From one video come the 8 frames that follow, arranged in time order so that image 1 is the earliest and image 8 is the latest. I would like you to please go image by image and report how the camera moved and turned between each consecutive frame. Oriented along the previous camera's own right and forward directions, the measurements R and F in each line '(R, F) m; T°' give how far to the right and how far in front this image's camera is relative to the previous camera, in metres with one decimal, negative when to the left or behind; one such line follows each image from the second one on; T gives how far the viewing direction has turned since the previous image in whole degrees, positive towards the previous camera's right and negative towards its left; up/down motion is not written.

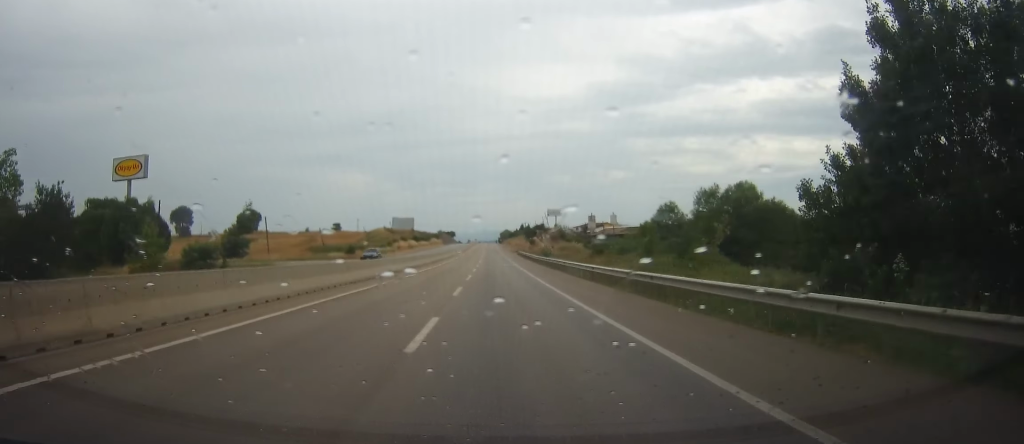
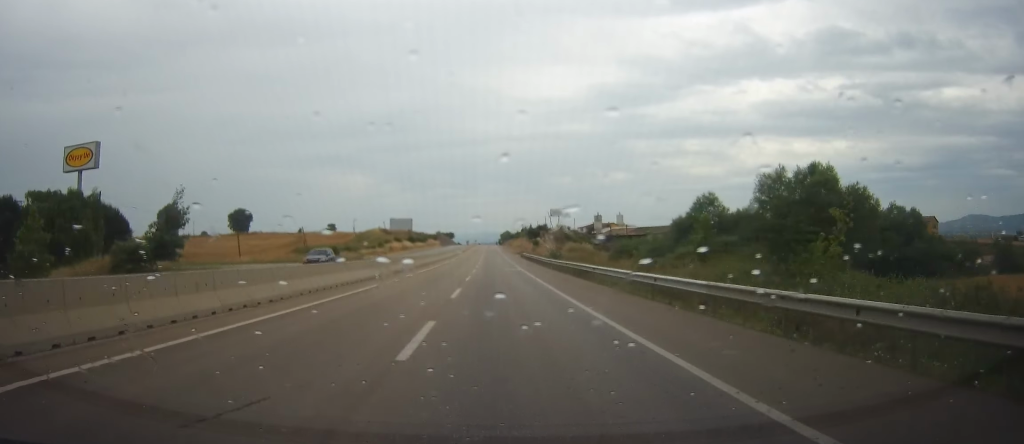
(+0.1, +12.9) m; 0°
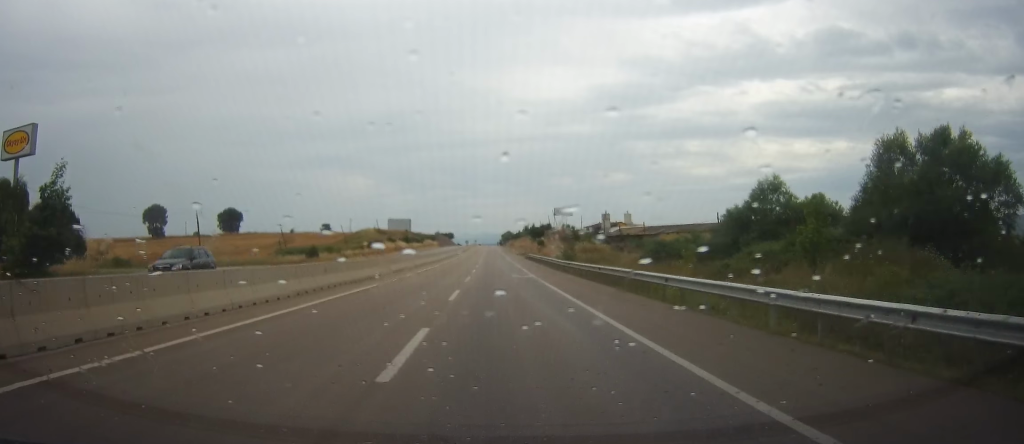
(+0.2, +14.0) m; 0°
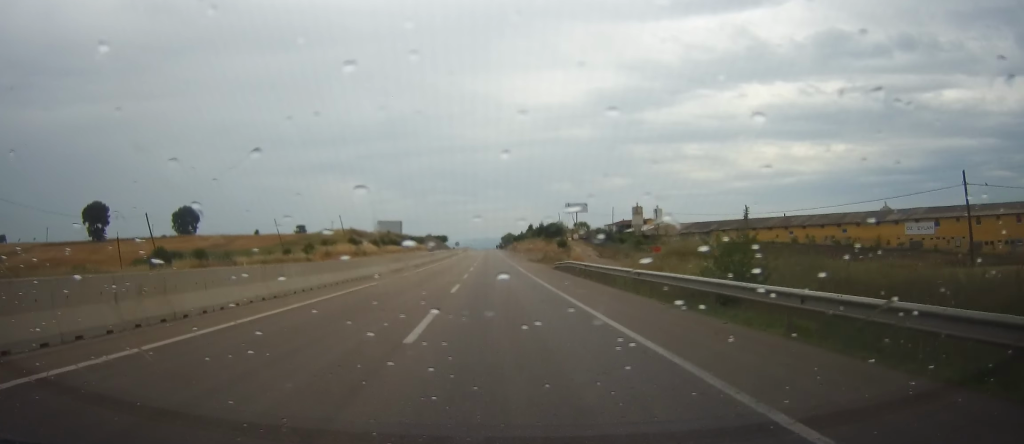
(-0.2, +46.3) m; -1°
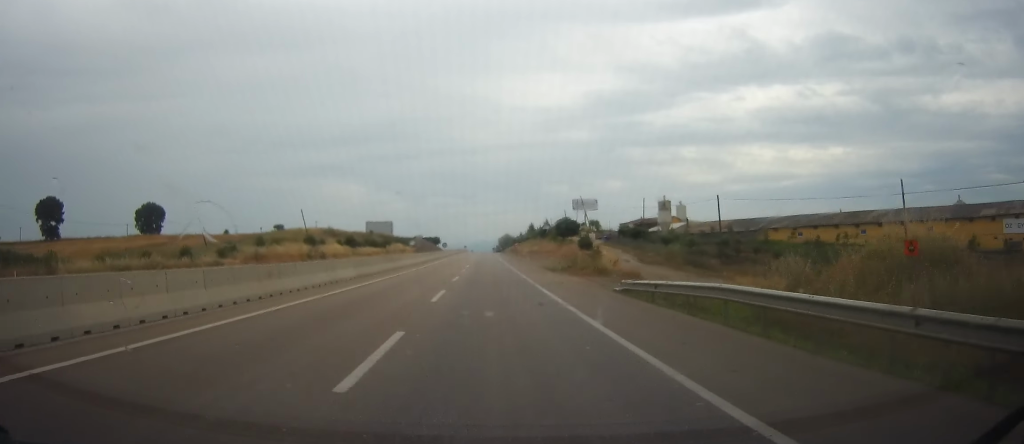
(-0.1, +28.1) m; 0°
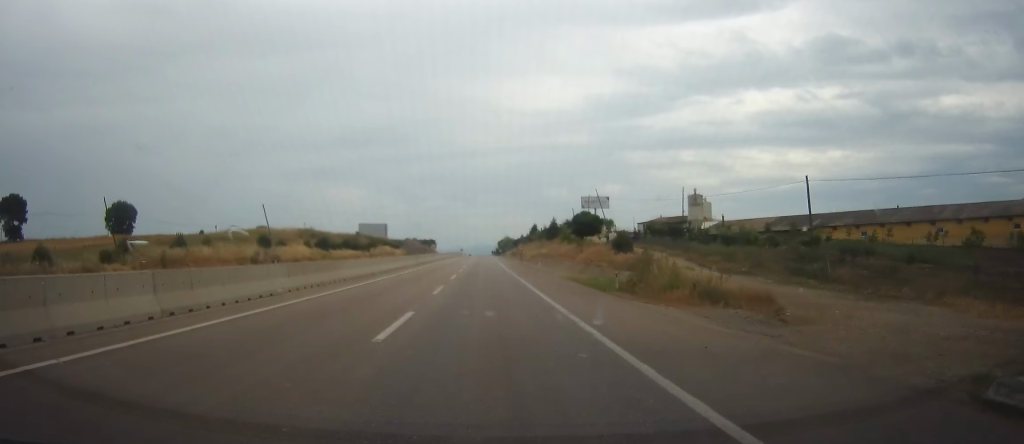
(+0.1, +21.2) m; 0°
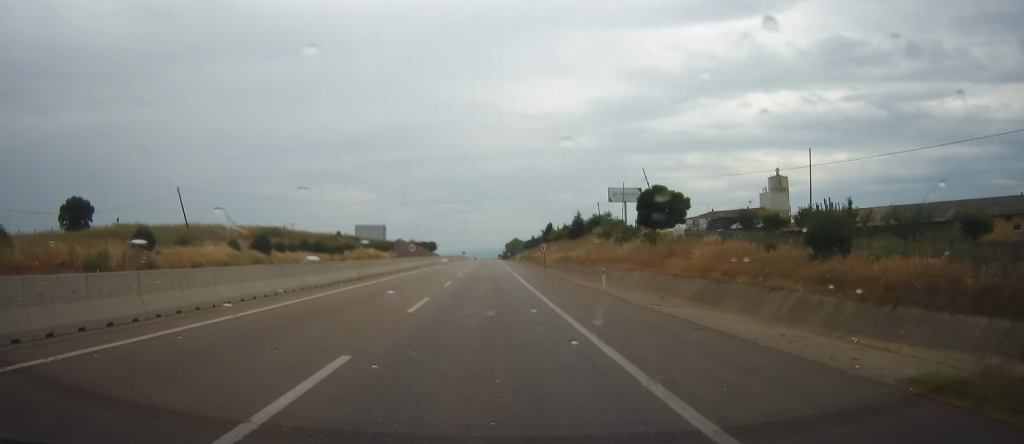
(0.0, +32.0) m; -1°
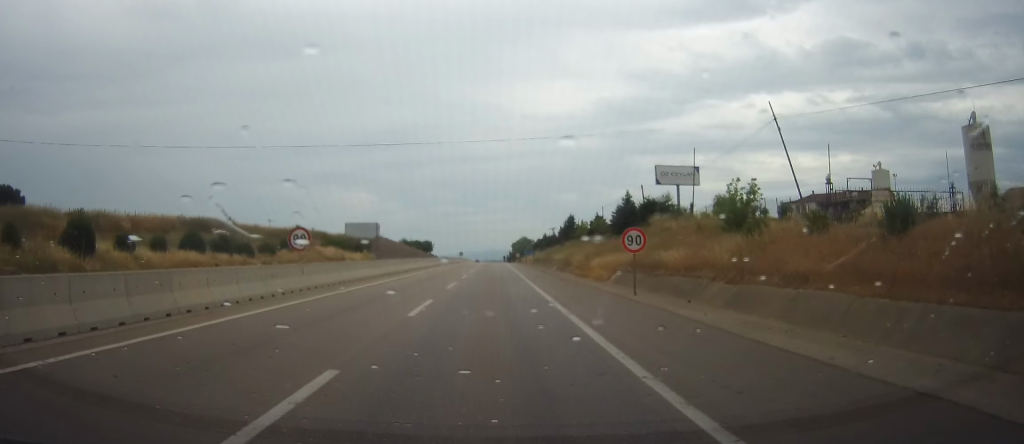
(-0.2, +39.0) m; 0°
